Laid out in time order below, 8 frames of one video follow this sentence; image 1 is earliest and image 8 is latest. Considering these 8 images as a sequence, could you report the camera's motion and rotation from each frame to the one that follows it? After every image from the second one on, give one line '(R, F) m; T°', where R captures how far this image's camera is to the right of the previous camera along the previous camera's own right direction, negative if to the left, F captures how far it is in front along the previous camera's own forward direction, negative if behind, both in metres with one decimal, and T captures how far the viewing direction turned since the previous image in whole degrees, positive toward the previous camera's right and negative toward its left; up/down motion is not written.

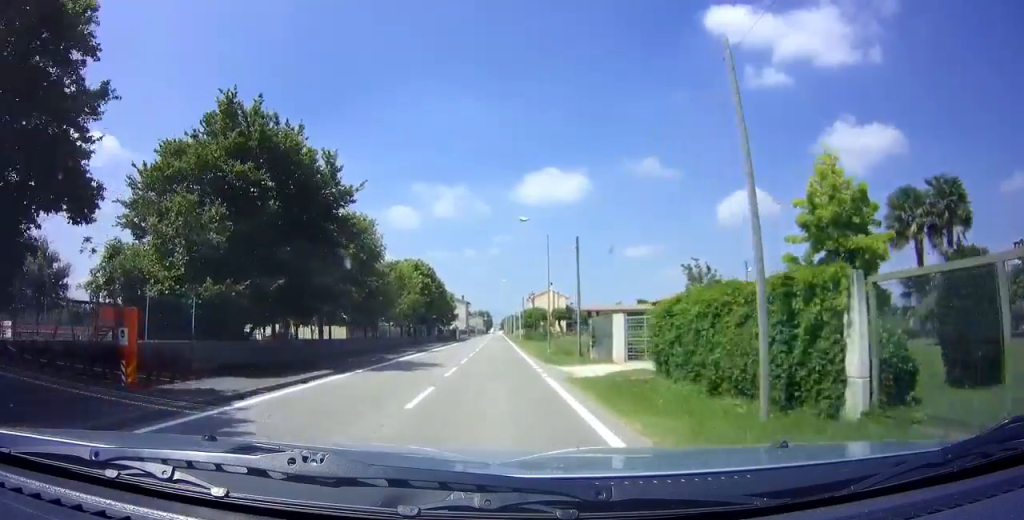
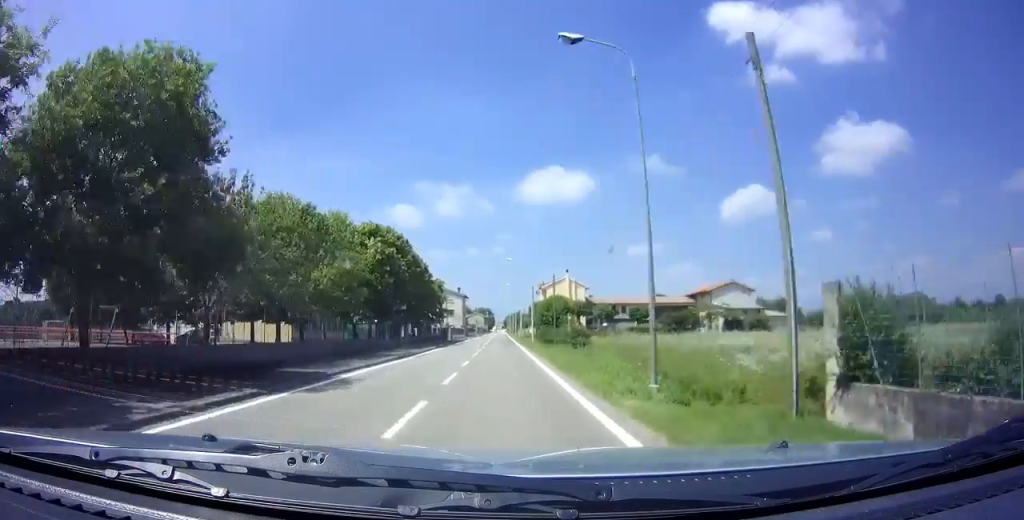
(-0.2, +20.4) m; 0°
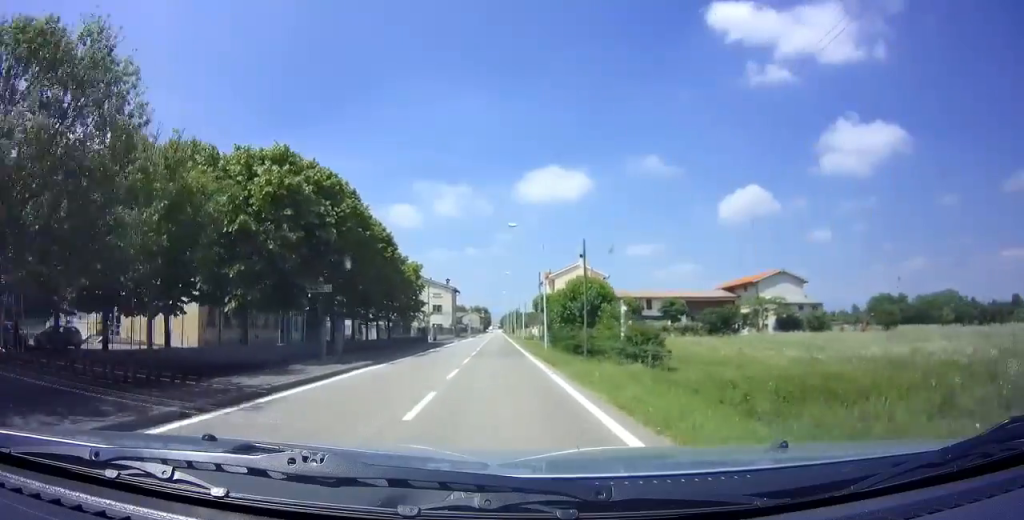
(+0.1, +17.0) m; 0°
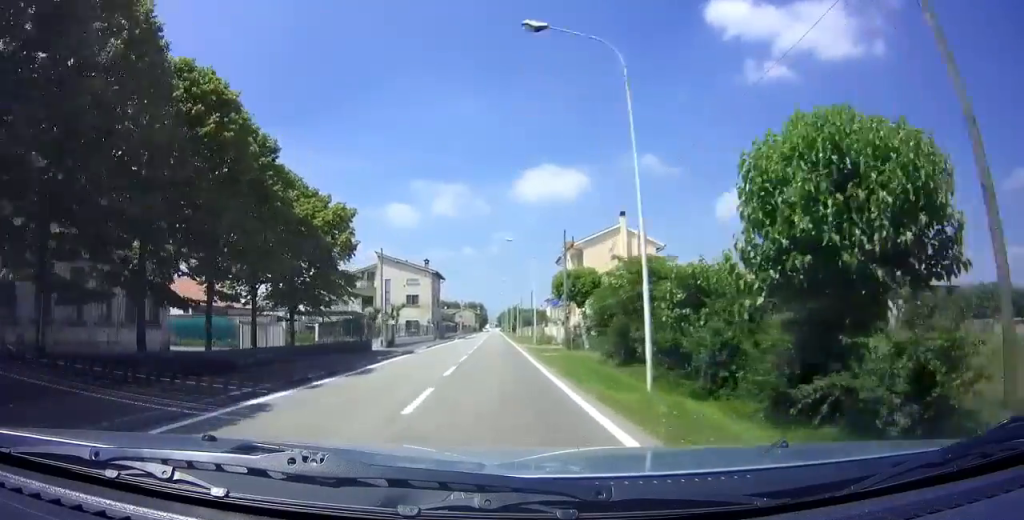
(0.0, +24.5) m; 0°
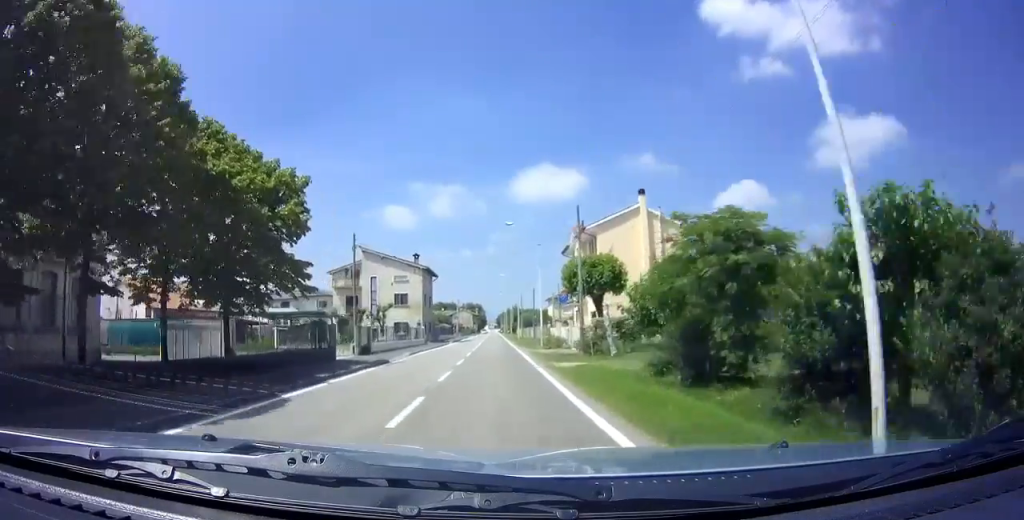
(0.0, +6.9) m; 0°
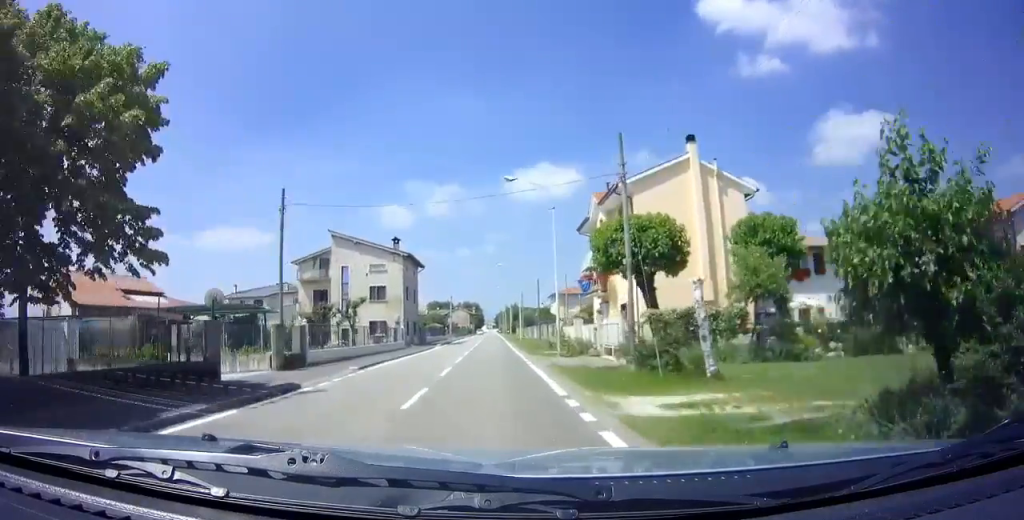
(+0.1, +10.7) m; 0°
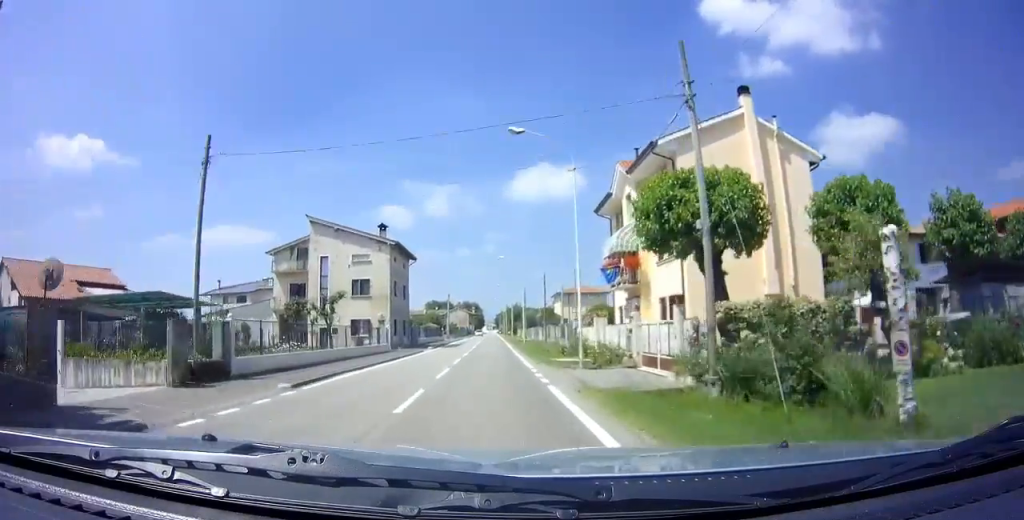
(0.0, +6.3) m; 0°
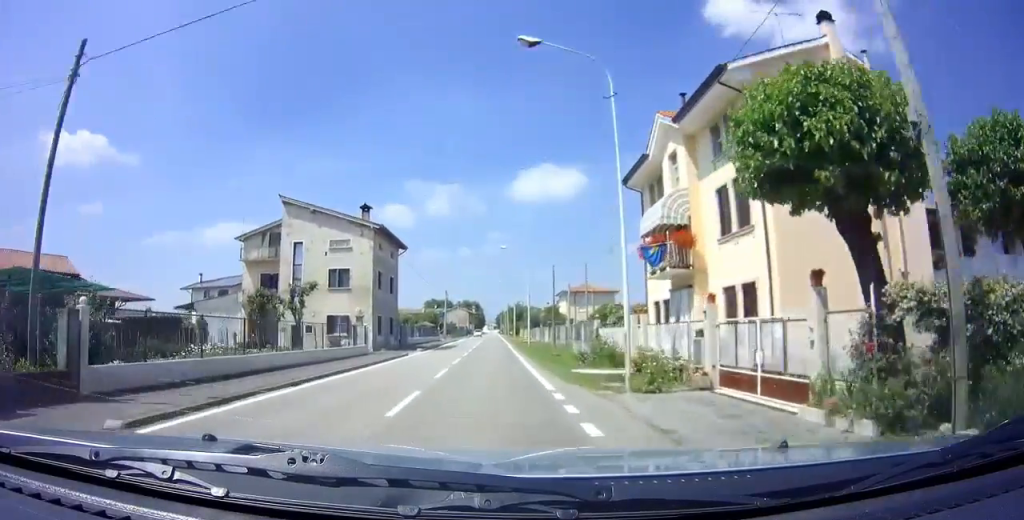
(0.0, +6.9) m; 0°
